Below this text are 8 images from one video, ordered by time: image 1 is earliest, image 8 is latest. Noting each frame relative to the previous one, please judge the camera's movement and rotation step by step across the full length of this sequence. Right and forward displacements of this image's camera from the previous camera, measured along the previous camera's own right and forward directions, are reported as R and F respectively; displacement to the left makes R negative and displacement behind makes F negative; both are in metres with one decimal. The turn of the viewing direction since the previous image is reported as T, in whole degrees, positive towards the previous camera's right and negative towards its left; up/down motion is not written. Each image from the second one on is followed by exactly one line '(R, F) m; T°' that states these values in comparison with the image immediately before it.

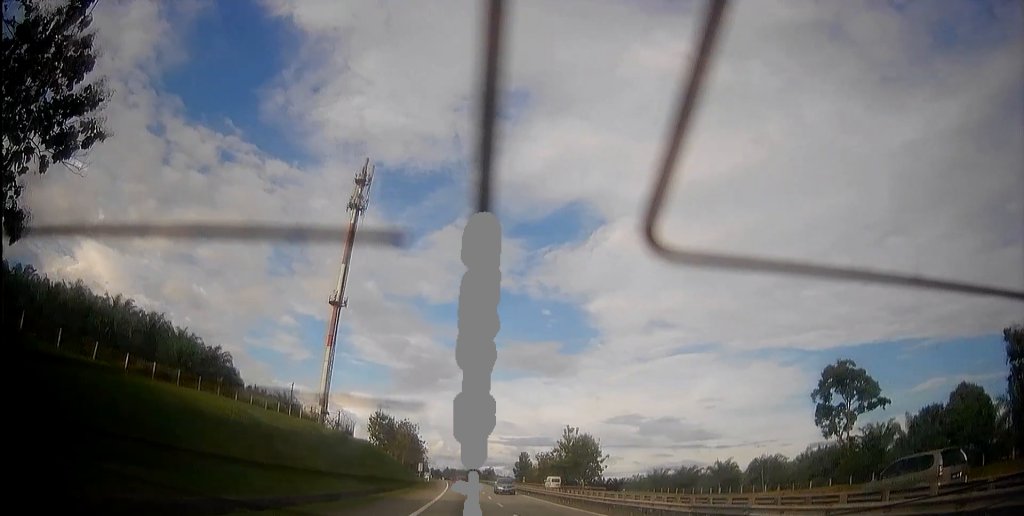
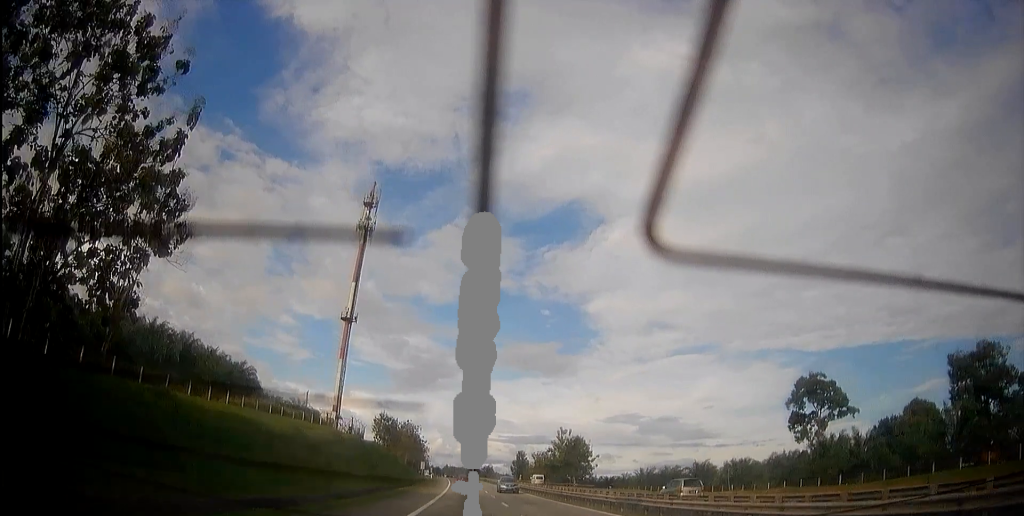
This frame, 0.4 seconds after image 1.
(0.0, +10.7) m; 0°
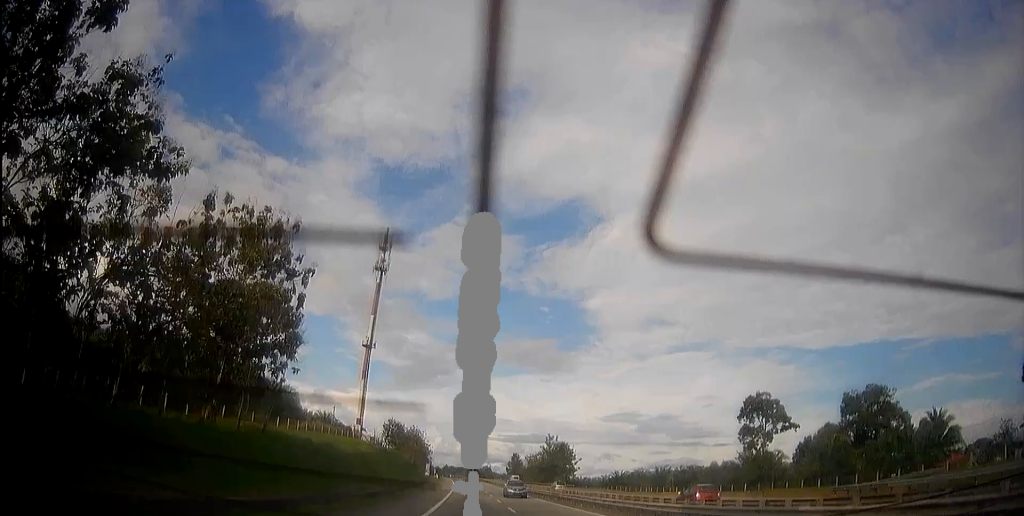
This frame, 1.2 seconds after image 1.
(0.0, +21.3) m; 0°
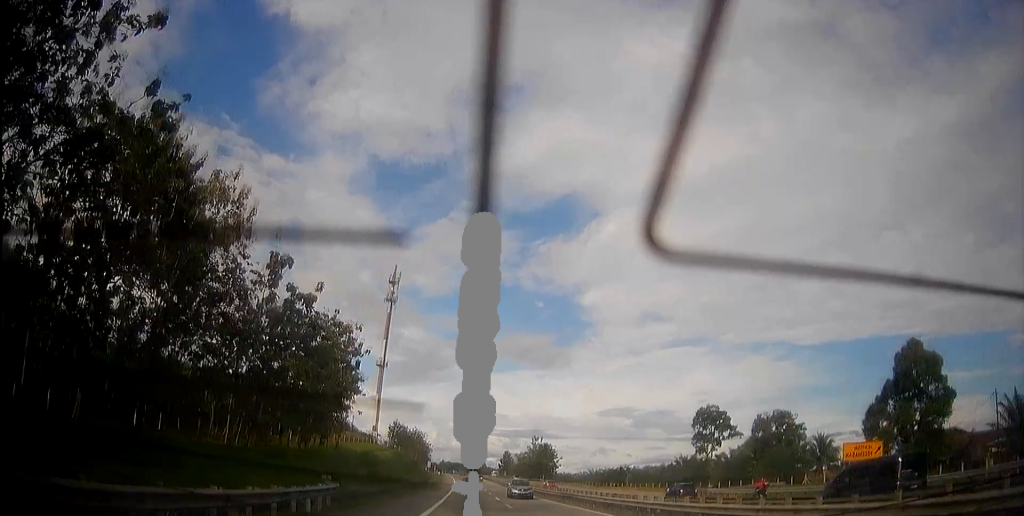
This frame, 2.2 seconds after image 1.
(-0.1, +26.4) m; 0°
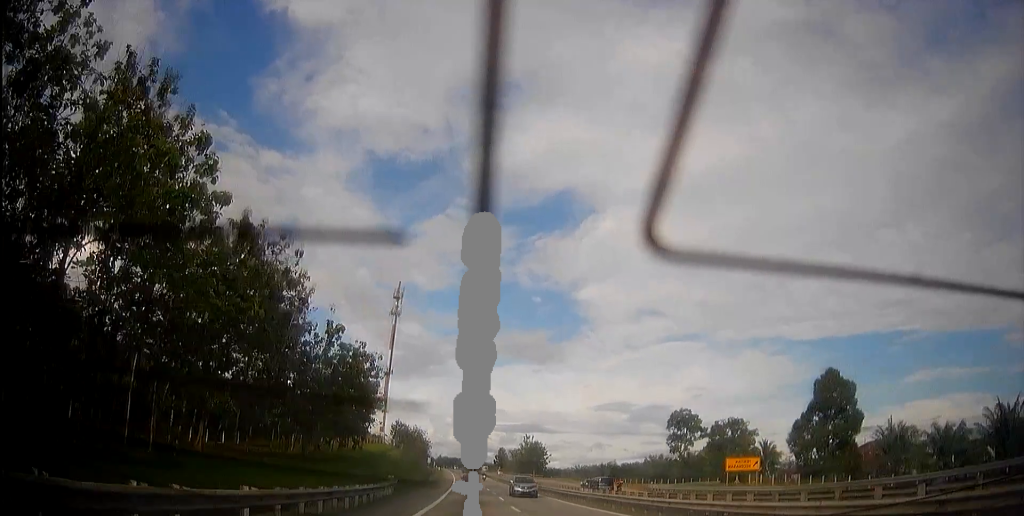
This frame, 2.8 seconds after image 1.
(-0.1, +16.9) m; 0°
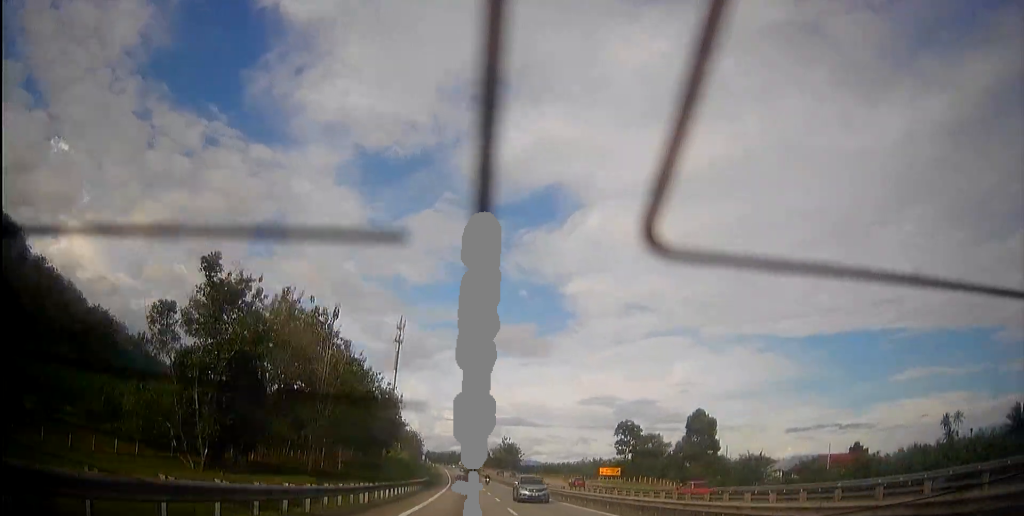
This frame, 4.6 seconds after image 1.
(-0.4, +46.1) m; -1°
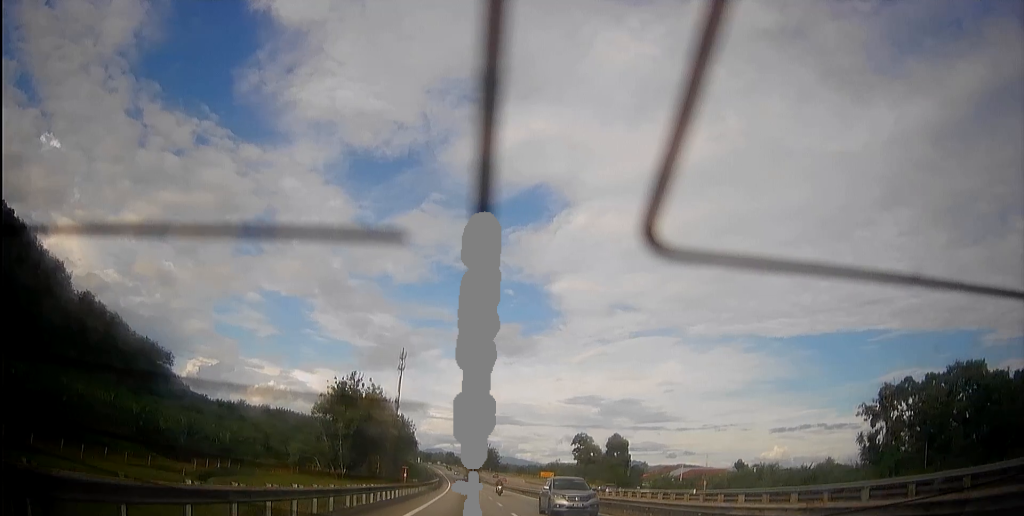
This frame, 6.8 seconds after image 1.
(-0.9, +57.0) m; -2°
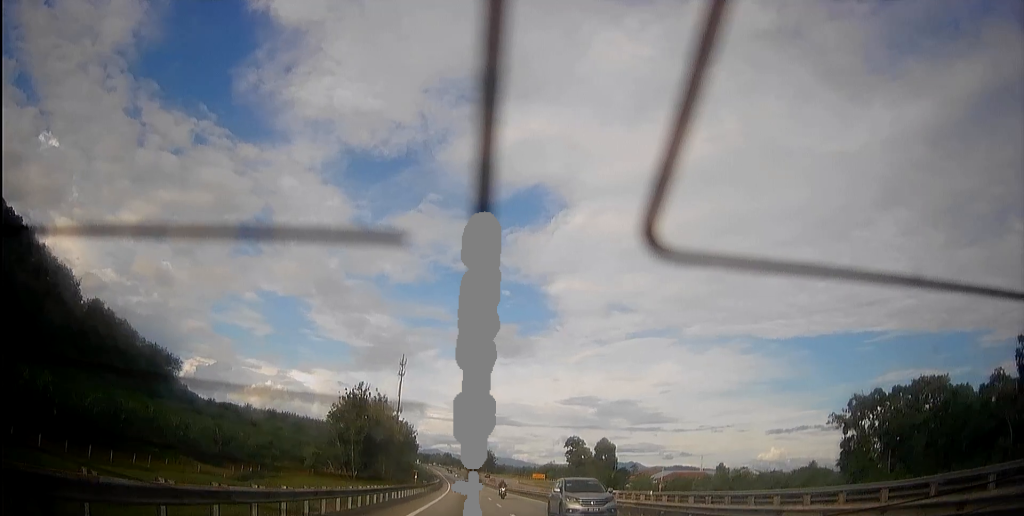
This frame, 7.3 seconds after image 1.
(0.0, +12.4) m; 0°
